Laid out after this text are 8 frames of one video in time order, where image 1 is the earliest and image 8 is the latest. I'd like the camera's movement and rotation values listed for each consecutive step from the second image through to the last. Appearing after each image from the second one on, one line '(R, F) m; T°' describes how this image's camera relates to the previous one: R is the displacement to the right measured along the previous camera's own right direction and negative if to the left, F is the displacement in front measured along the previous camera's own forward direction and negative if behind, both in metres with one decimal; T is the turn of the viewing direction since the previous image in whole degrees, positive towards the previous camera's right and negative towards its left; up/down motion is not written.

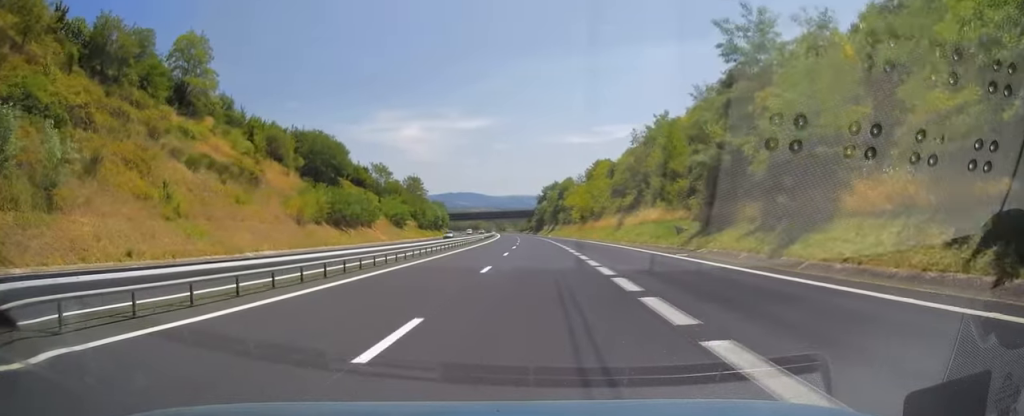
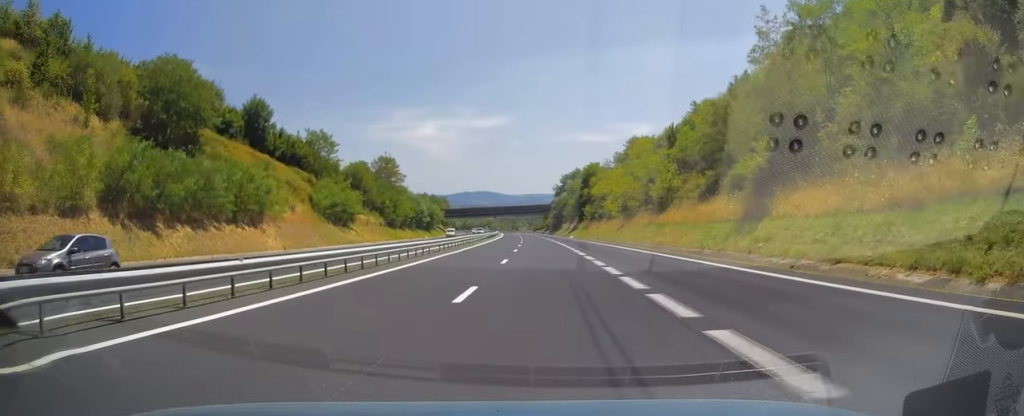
(-0.5, +46.8) m; -1°
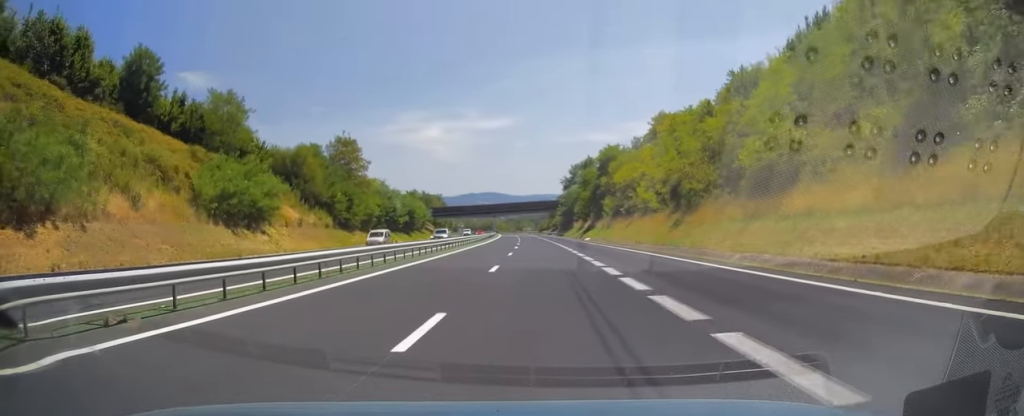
(-0.4, +30.4) m; -1°
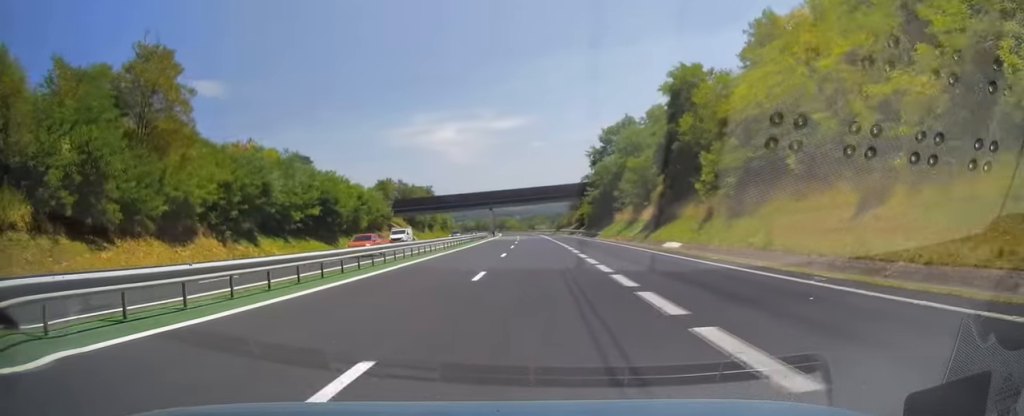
(-0.9, +55.6) m; -1°
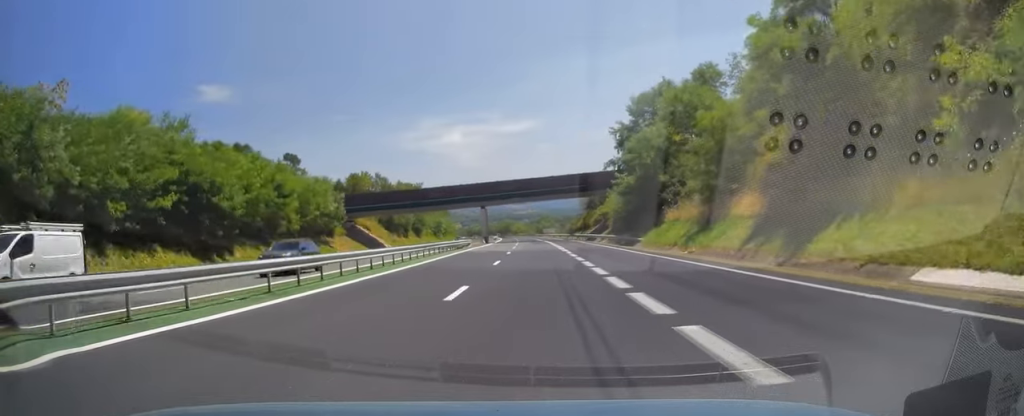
(0.0, +29.8) m; 0°
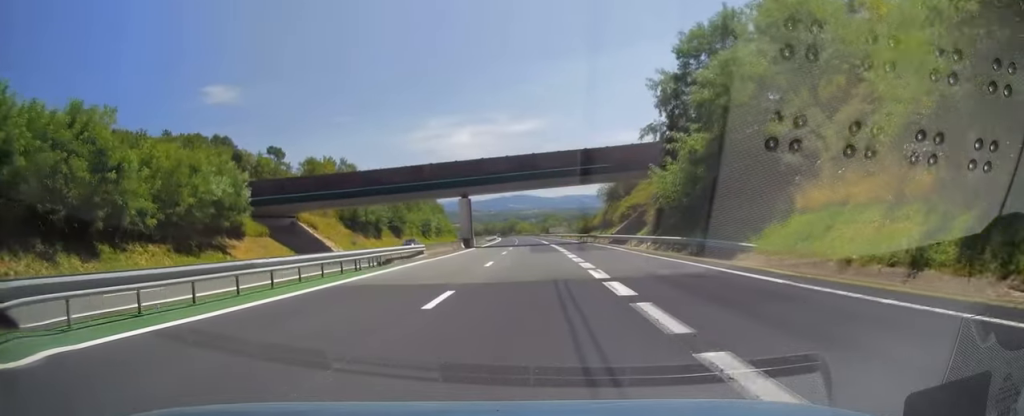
(-0.1, +27.5) m; -1°
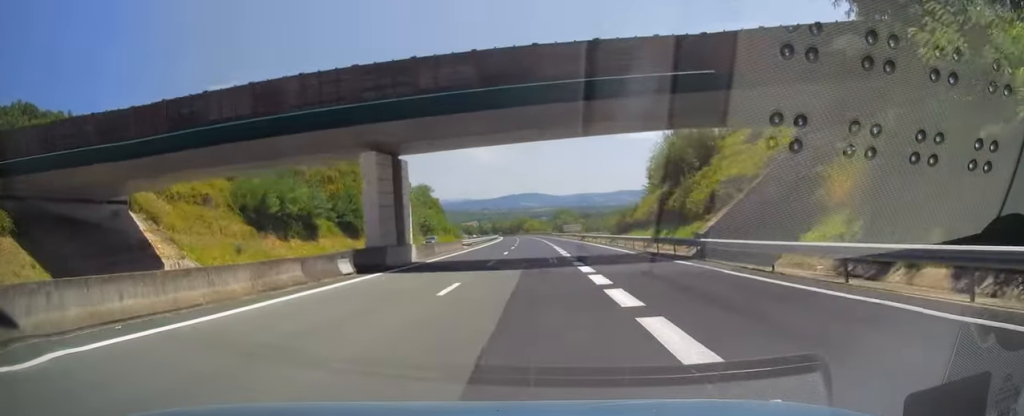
(-0.3, +36.3) m; -1°
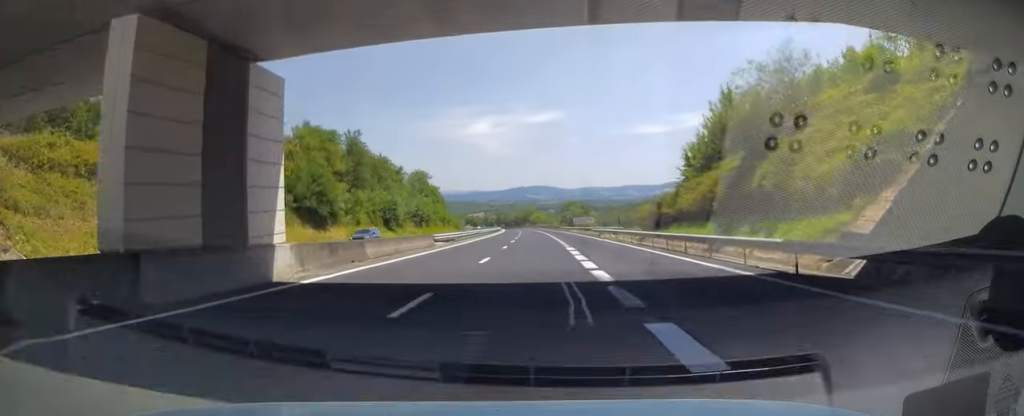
(-0.2, +17.6) m; -1°
